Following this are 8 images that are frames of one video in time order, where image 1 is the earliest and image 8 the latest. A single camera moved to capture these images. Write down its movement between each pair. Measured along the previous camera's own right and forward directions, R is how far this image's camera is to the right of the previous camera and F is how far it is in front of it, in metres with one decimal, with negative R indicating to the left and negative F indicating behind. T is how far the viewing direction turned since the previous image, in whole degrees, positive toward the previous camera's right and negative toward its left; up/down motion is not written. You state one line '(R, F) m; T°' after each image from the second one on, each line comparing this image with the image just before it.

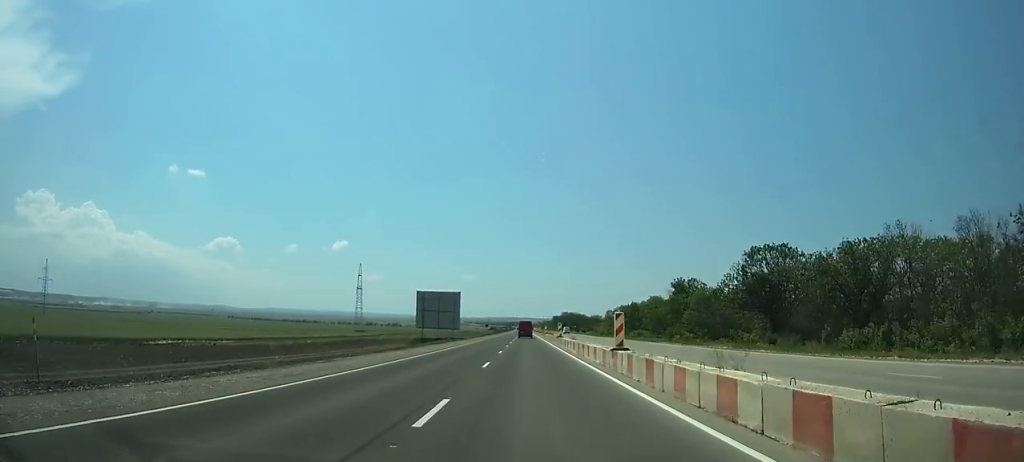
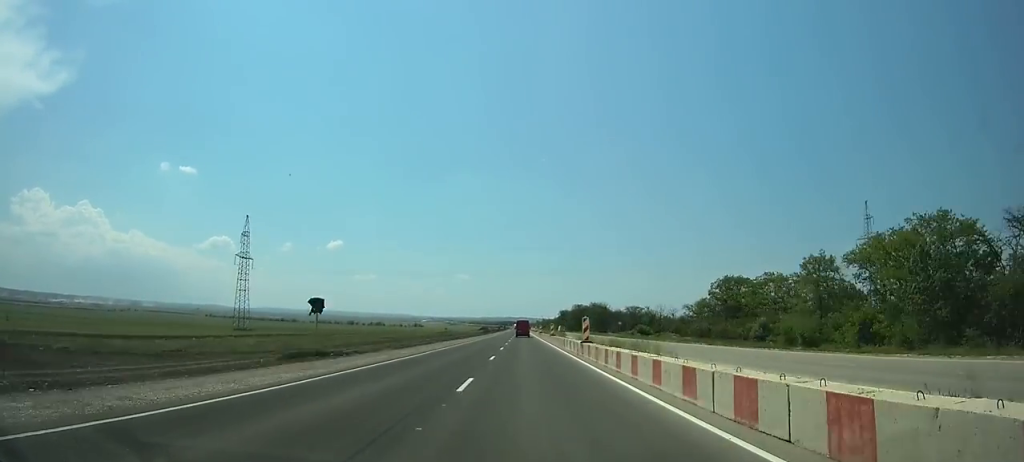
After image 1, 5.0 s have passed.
(0.0, +114.0) m; 0°
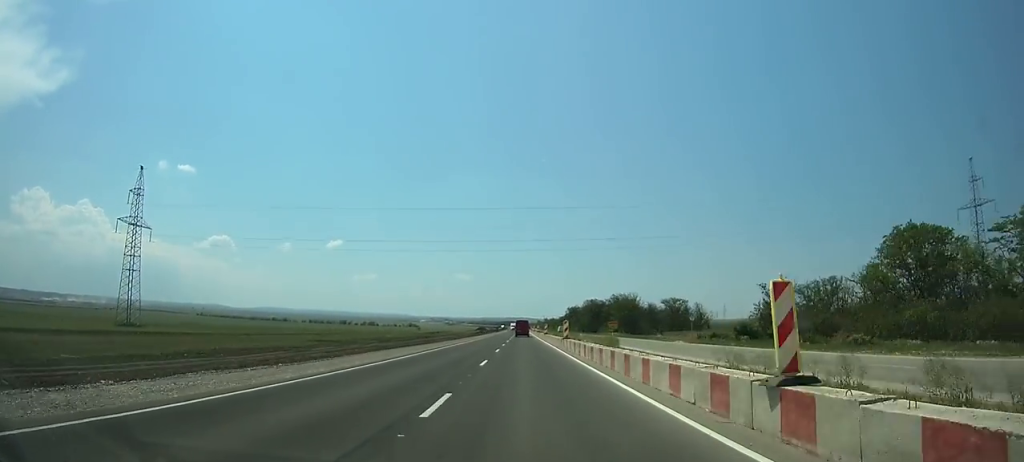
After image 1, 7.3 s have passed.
(0.0, +52.5) m; 0°
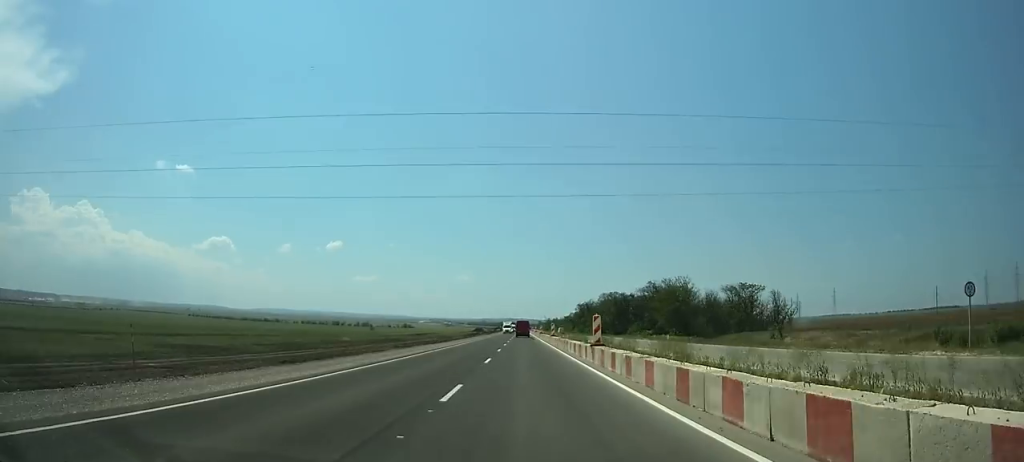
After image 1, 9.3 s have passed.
(0.0, +45.5) m; 0°
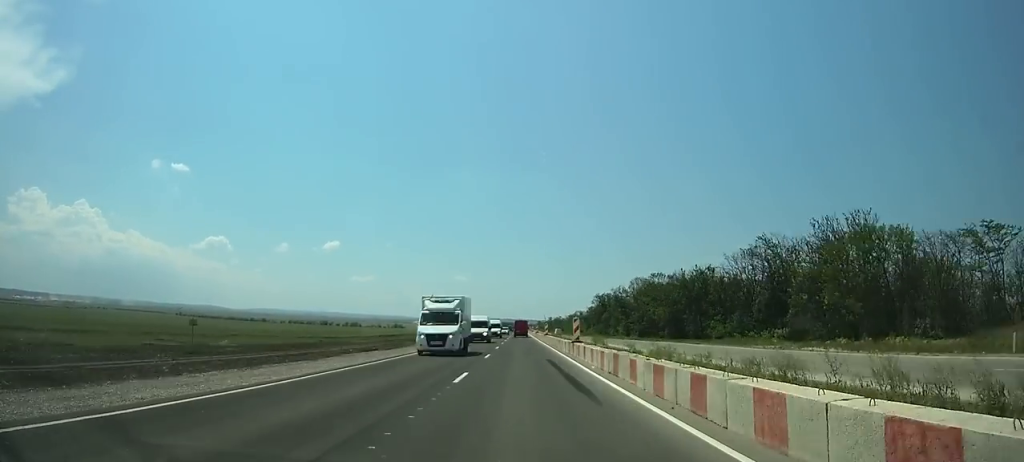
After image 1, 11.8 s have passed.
(0.0, +56.9) m; 0°
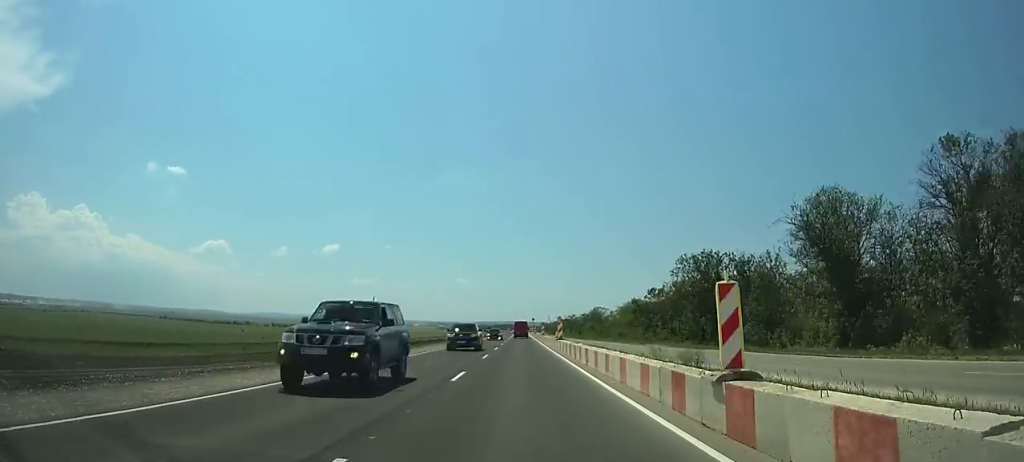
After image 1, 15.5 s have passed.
(0.0, +83.9) m; 0°
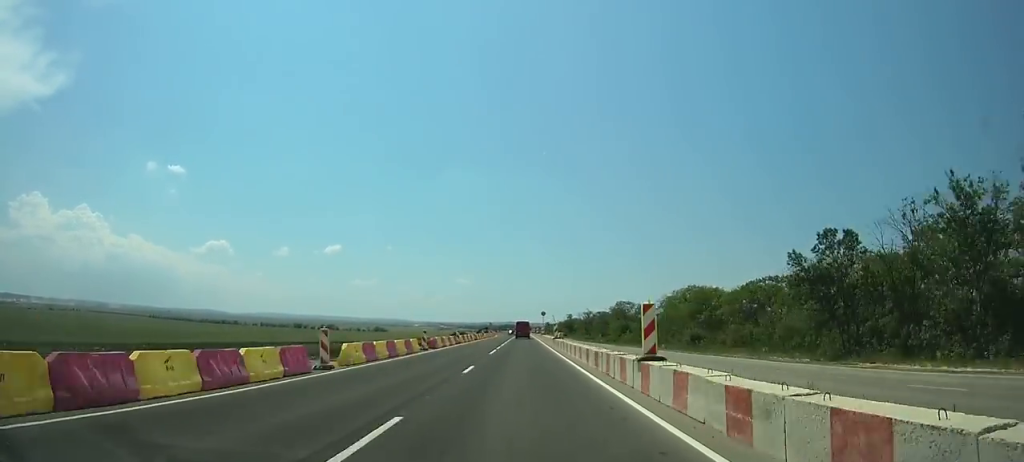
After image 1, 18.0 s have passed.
(0.0, +56.3) m; 0°
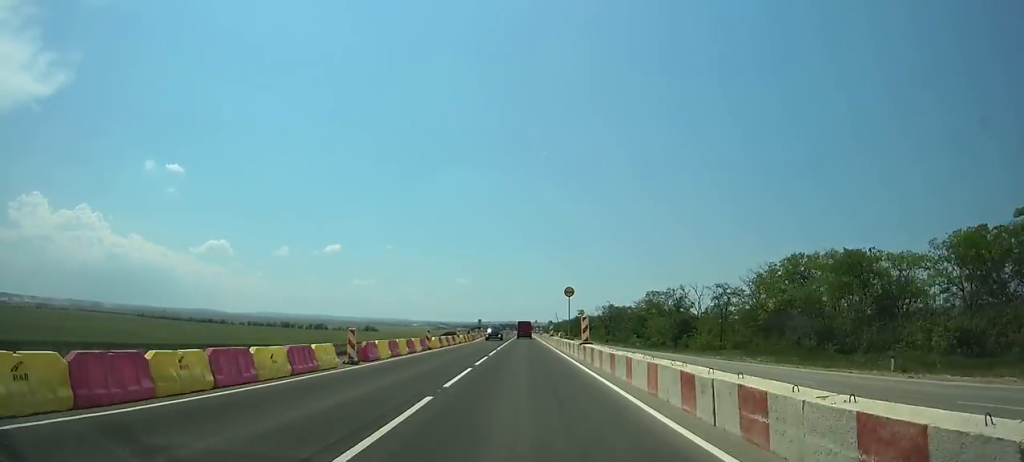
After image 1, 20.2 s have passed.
(0.0, +49.4) m; 0°
